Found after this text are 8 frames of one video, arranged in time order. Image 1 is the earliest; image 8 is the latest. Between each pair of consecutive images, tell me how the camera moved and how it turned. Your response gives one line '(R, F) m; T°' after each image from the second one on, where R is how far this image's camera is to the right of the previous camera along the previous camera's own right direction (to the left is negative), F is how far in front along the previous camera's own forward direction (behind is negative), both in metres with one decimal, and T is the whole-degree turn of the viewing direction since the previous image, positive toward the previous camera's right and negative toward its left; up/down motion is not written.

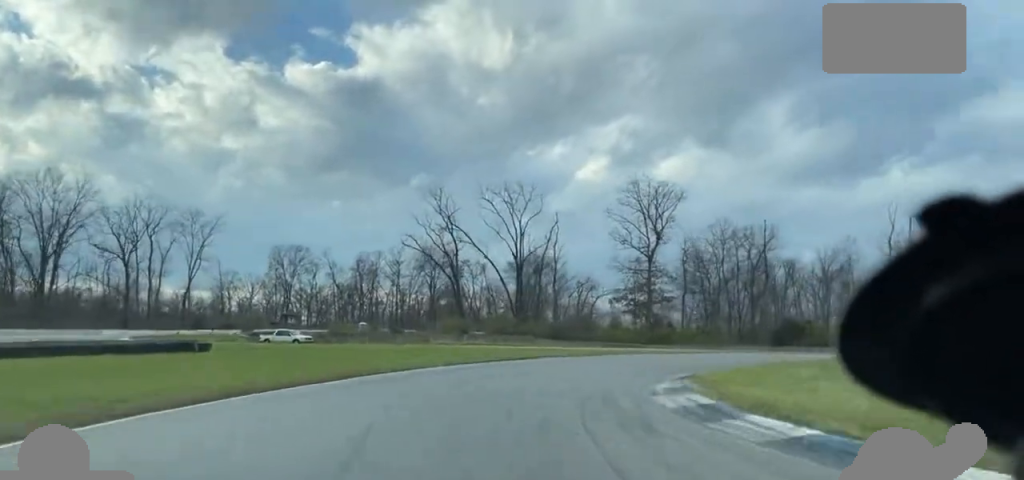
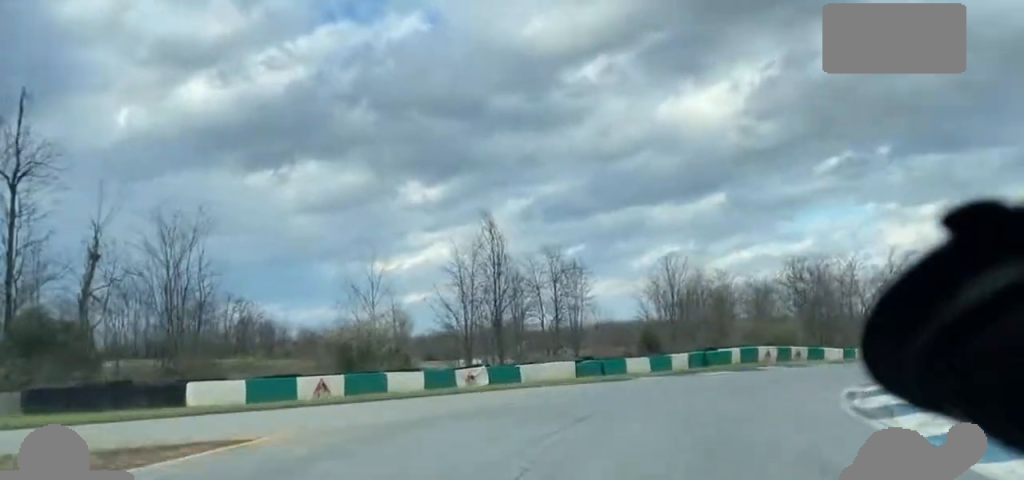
(+23.0, +37.4) m; +70°
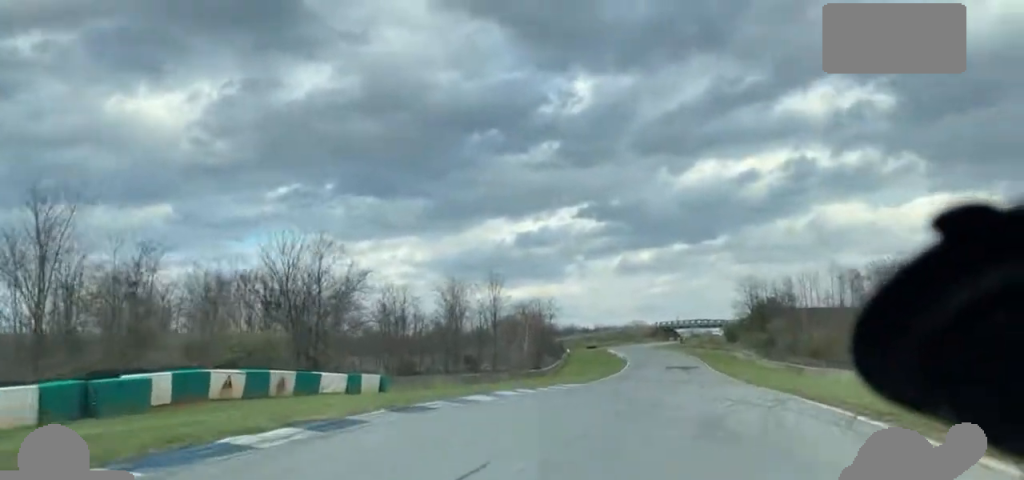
(+12.0, +28.0) m; +37°
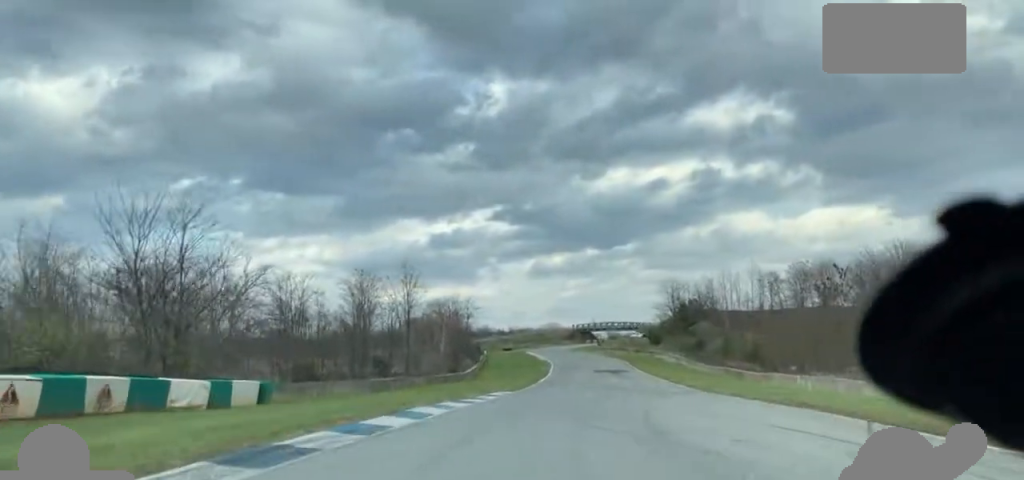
(+0.6, +9.3) m; +5°
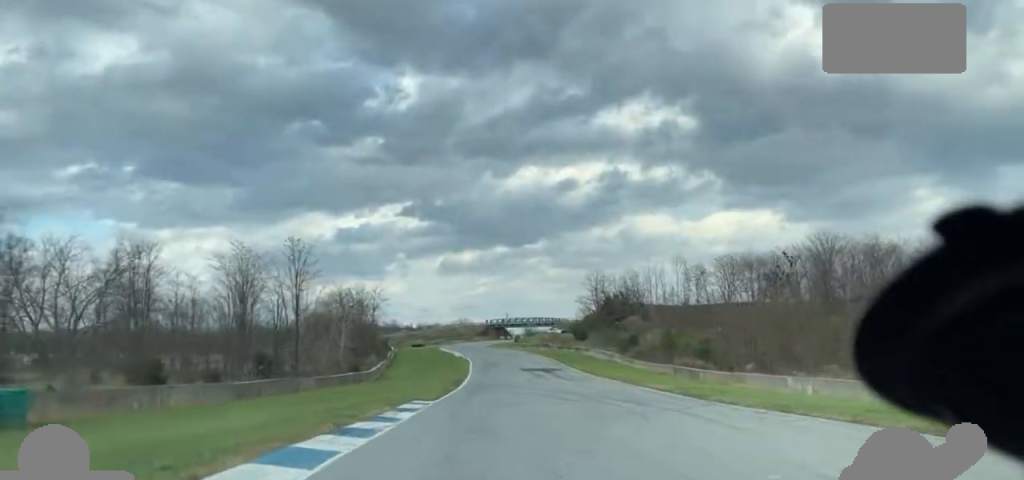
(+0.6, +14.2) m; +4°
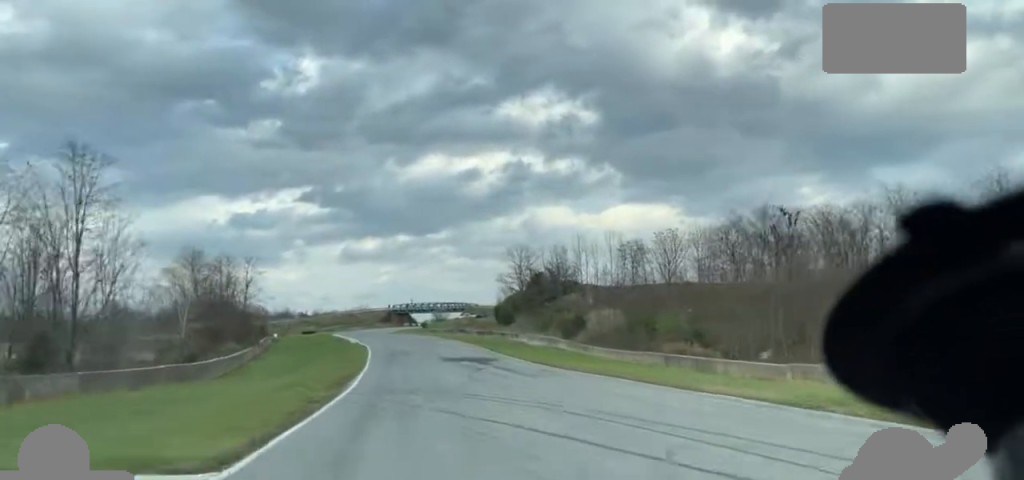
(+1.3, +23.6) m; +3°
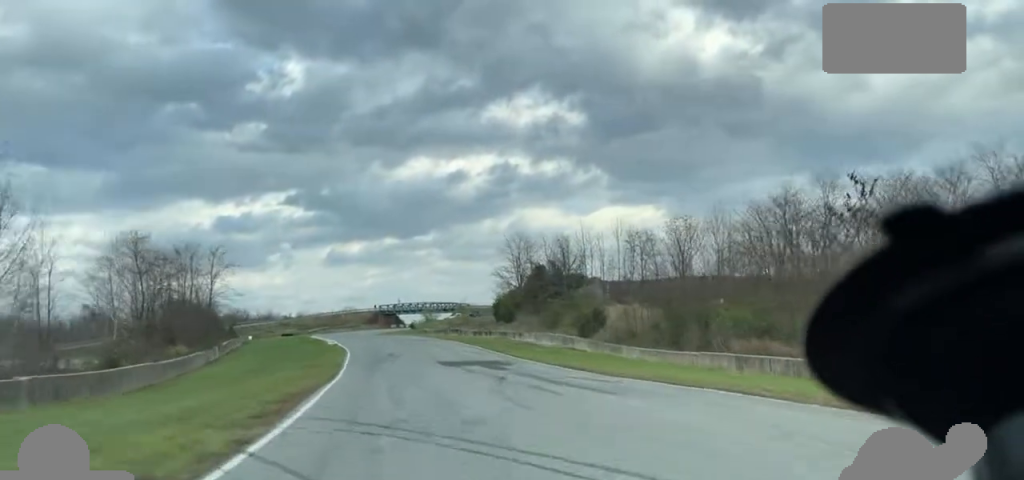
(+0.4, +12.4) m; 0°
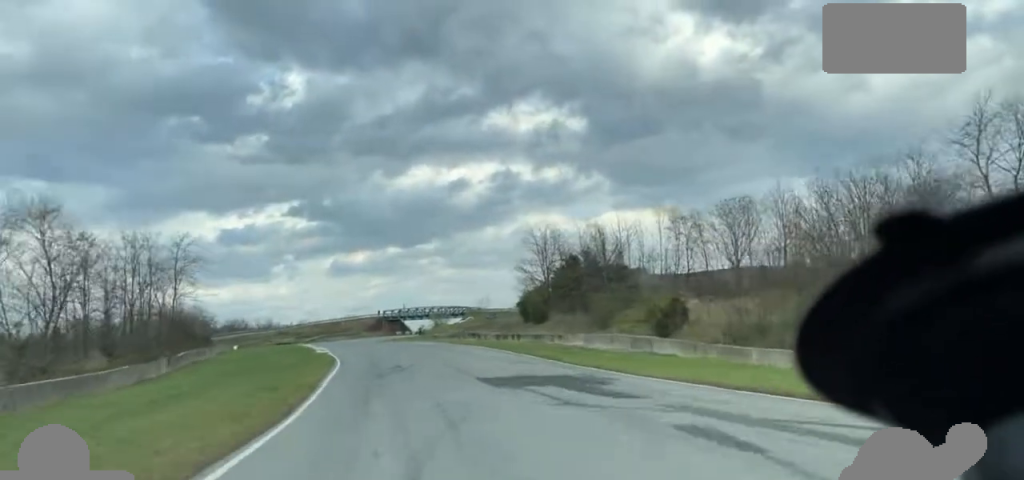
(-0.6, +18.7) m; -2°
